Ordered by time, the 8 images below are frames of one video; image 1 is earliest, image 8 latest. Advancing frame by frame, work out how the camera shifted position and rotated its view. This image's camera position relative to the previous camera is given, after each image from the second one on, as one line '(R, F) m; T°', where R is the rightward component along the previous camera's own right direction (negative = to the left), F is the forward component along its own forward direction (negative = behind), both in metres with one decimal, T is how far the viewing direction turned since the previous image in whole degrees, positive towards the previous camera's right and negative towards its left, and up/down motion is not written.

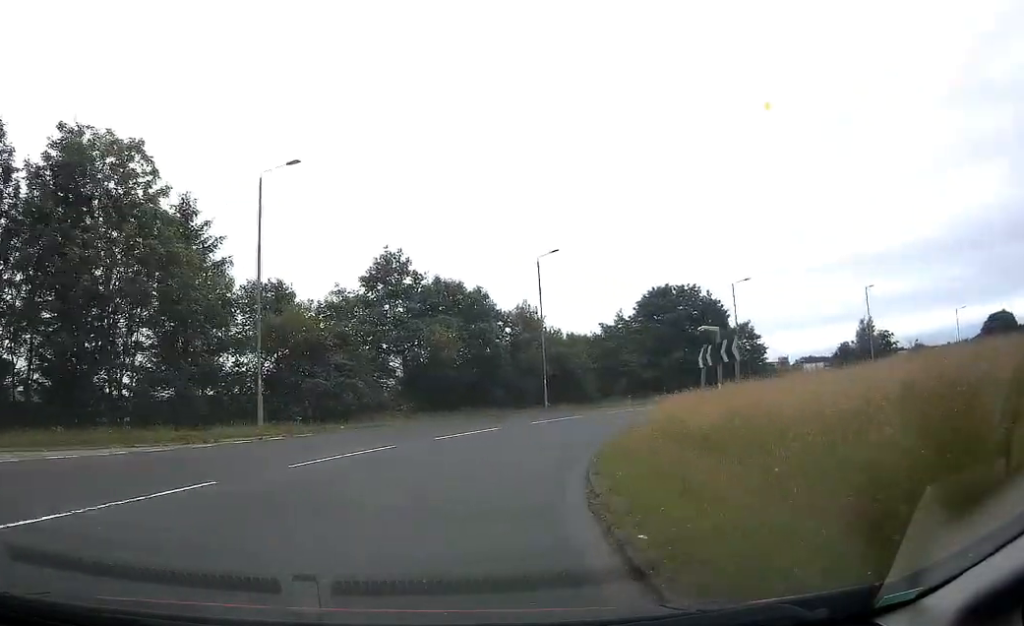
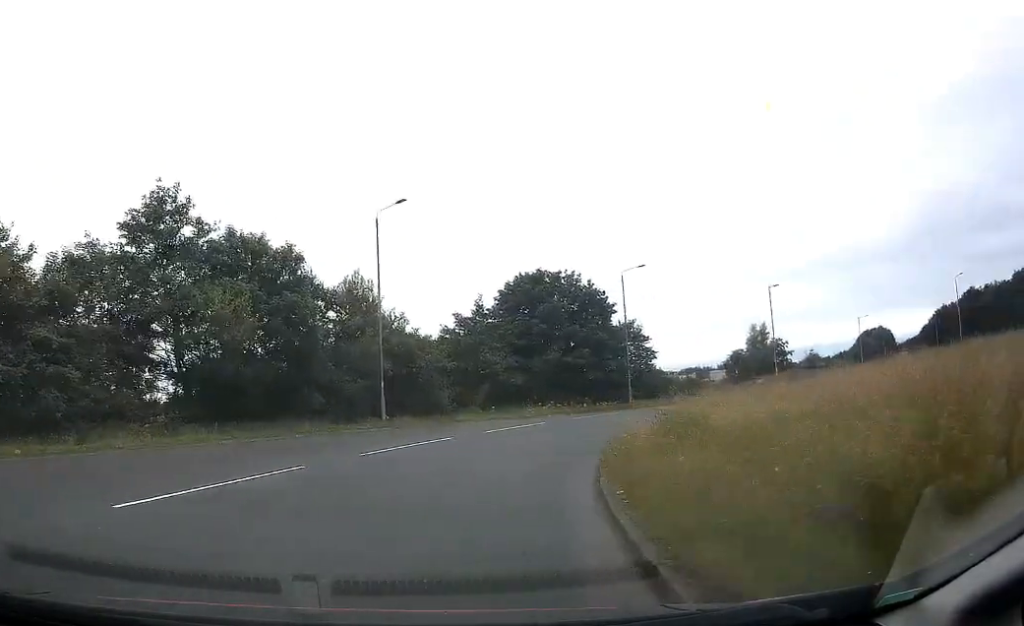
(+1.5, +13.1) m; +13°
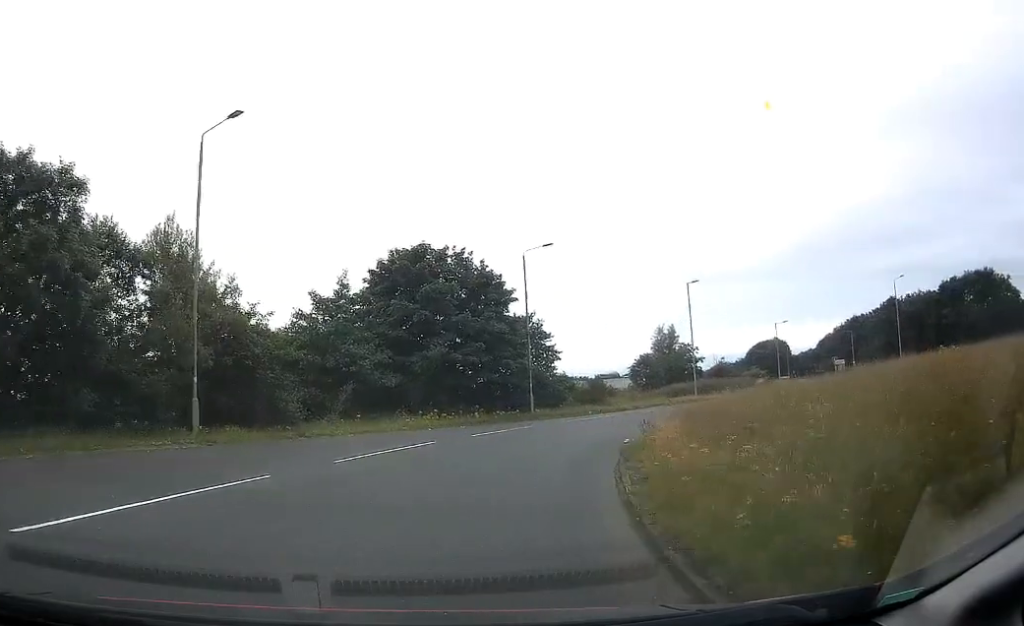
(+0.8, +10.1) m; +10°
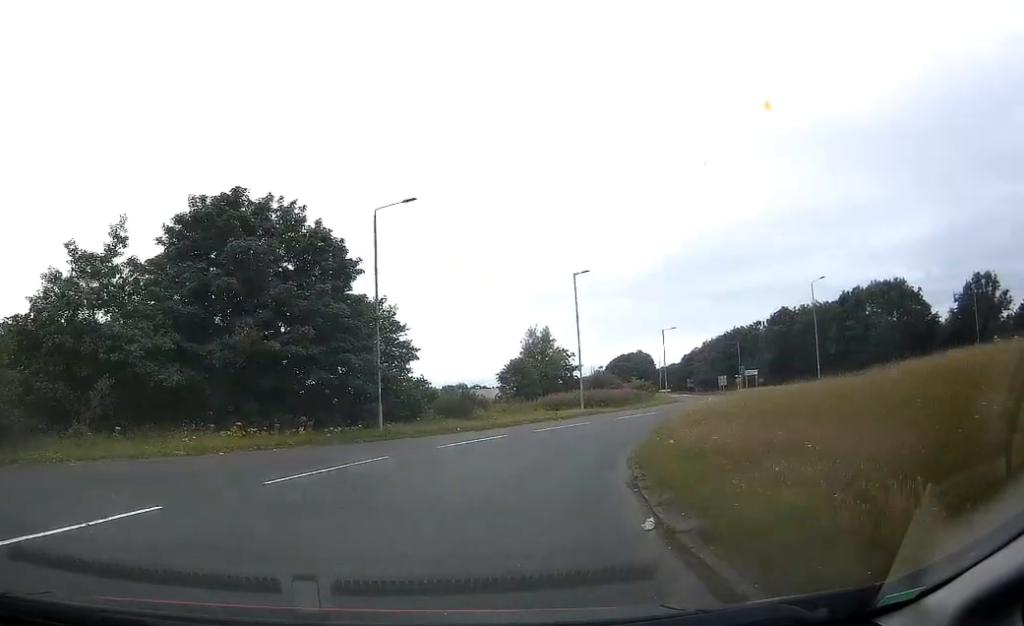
(+1.1, +11.1) m; +14°
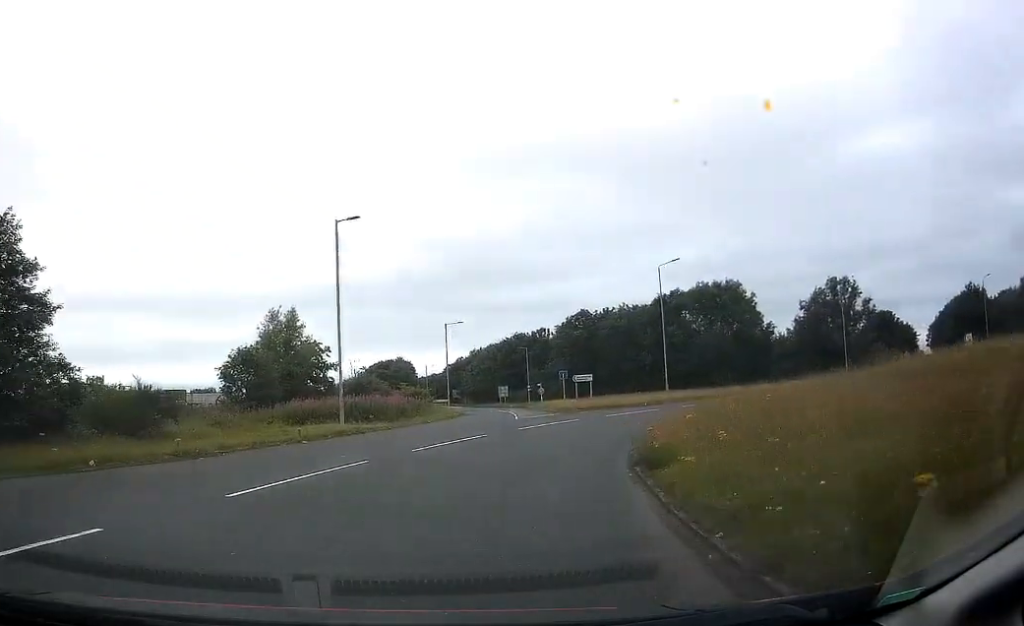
(+3.5, +17.1) m; +21°
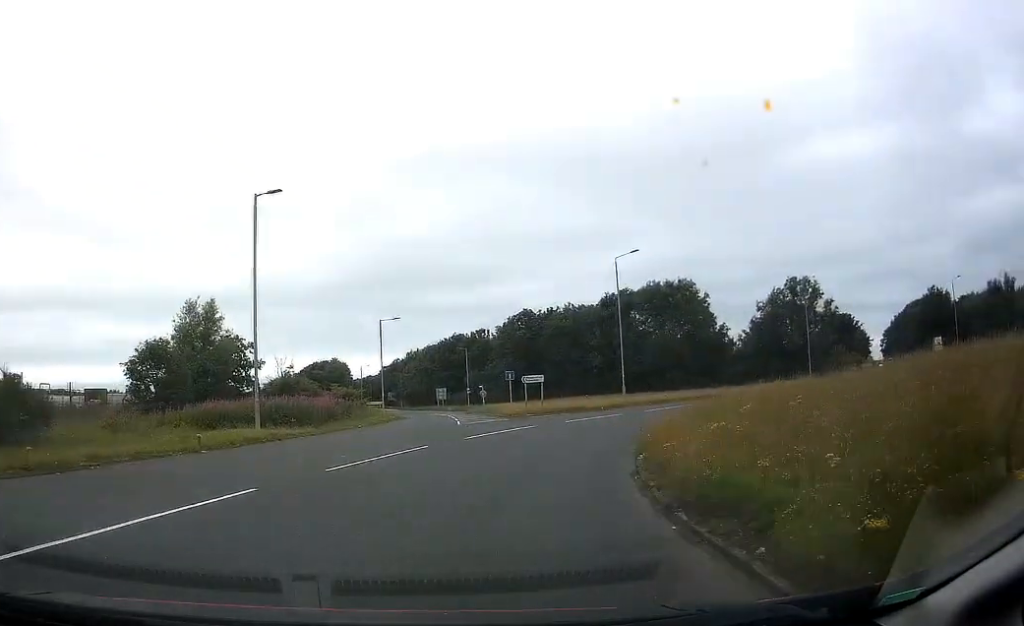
(+0.3, +4.9) m; +5°
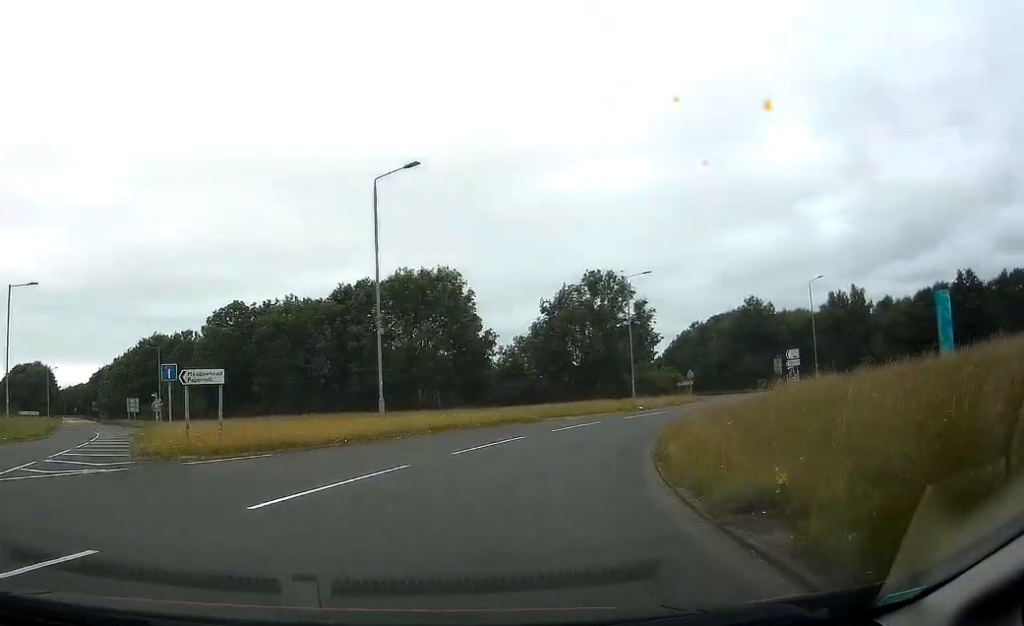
(+4.1, +21.0) m; +23°
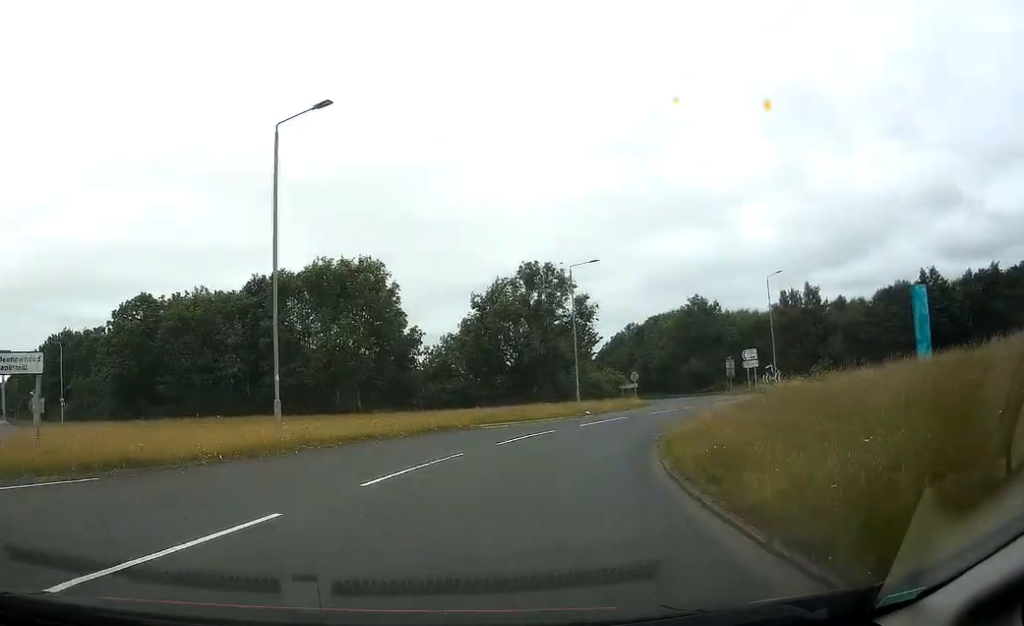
(+0.4, +6.1) m; +6°
